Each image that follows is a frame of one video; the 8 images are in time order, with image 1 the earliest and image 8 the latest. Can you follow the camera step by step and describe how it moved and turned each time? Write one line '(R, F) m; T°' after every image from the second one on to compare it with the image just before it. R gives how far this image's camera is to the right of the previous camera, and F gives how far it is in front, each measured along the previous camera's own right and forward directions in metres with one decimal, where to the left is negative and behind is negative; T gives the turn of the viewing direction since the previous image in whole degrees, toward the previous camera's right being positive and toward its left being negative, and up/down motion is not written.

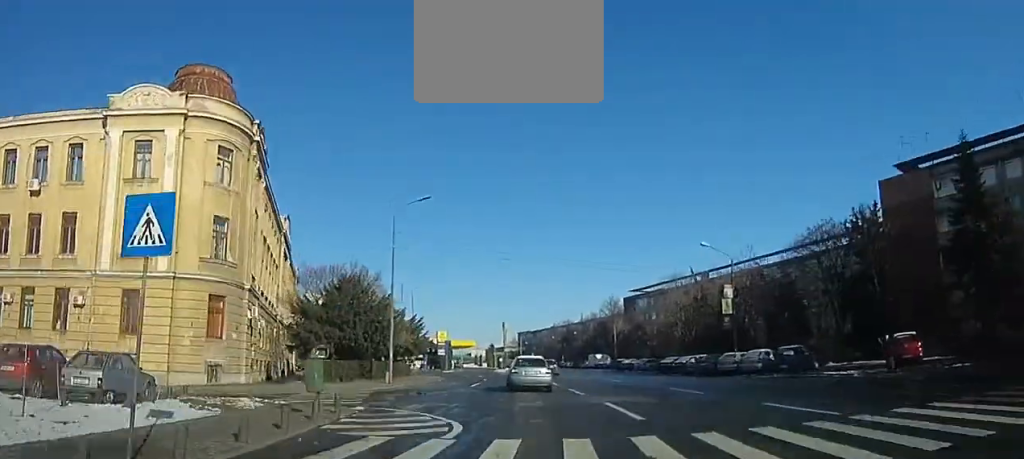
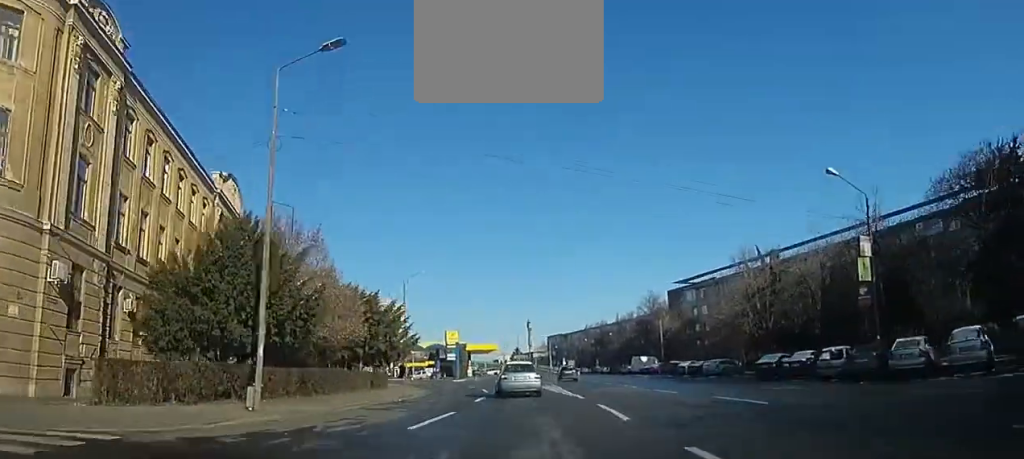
(-0.8, +16.2) m; -3°
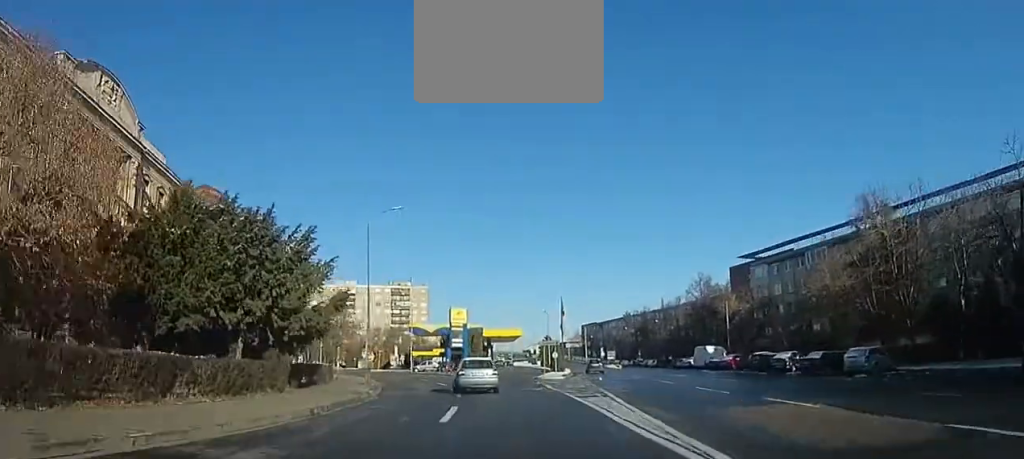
(-0.1, +17.8) m; -5°
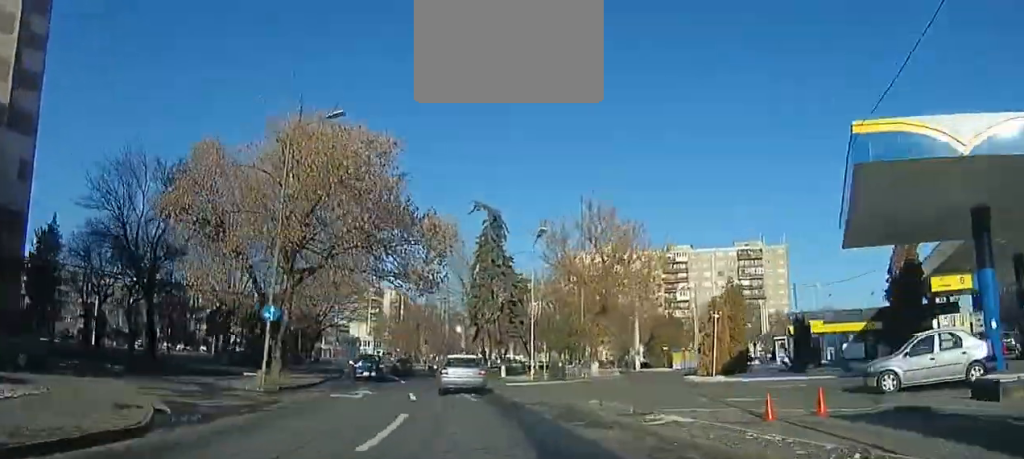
(-13.8, +54.5) m; -36°
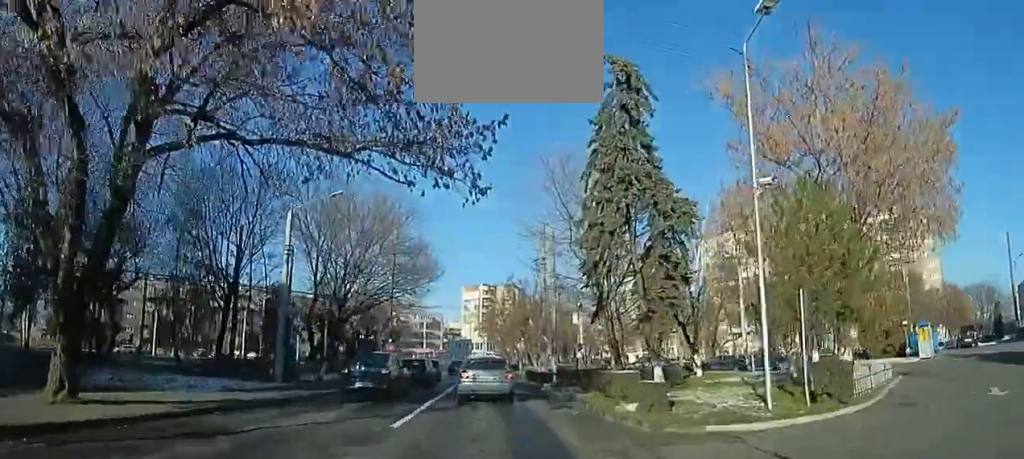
(-3.0, +18.4) m; -13°
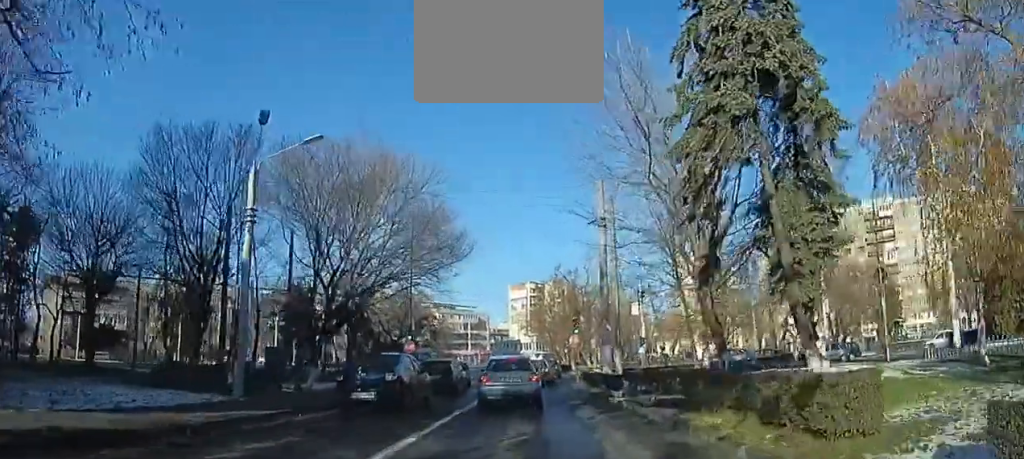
(-0.6, +8.6) m; -3°
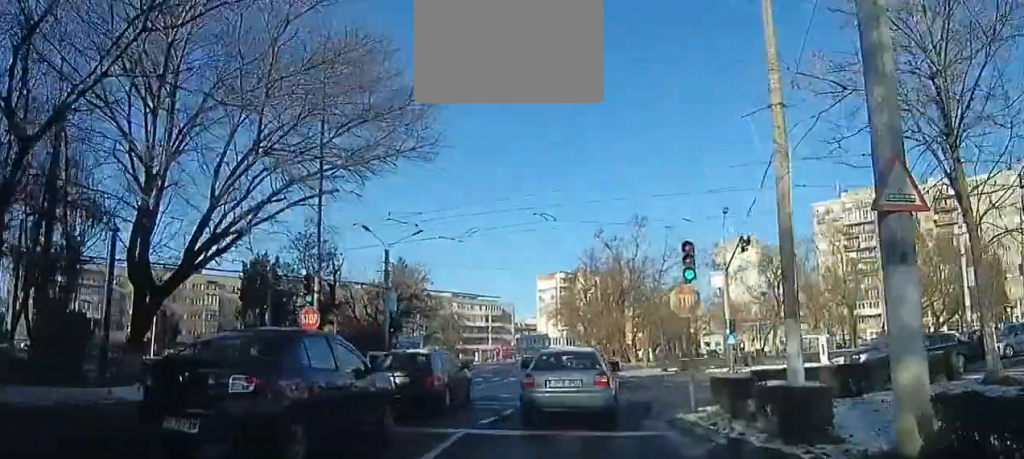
(-0.5, +20.0) m; -2°
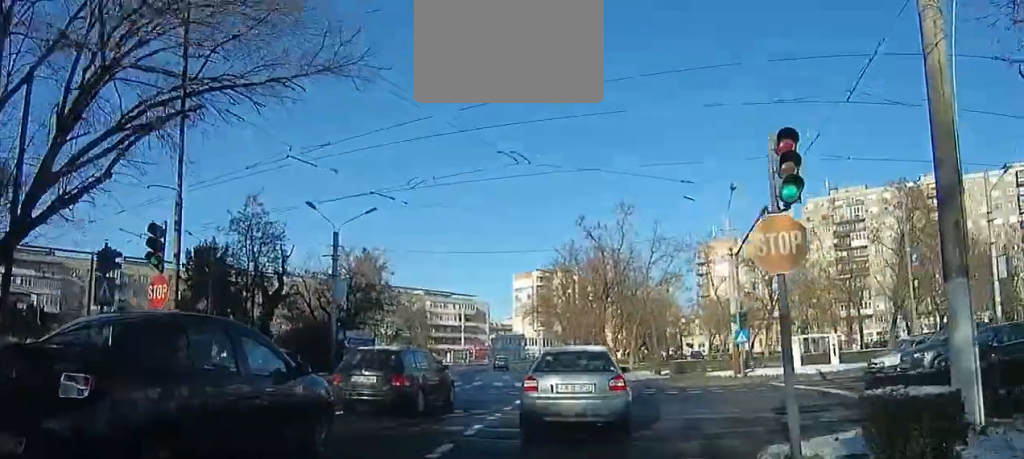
(0.0, +5.5) m; -1°
